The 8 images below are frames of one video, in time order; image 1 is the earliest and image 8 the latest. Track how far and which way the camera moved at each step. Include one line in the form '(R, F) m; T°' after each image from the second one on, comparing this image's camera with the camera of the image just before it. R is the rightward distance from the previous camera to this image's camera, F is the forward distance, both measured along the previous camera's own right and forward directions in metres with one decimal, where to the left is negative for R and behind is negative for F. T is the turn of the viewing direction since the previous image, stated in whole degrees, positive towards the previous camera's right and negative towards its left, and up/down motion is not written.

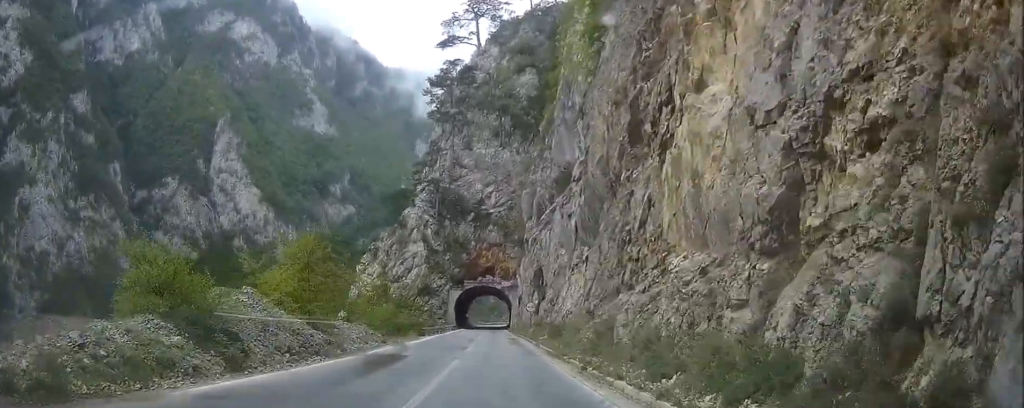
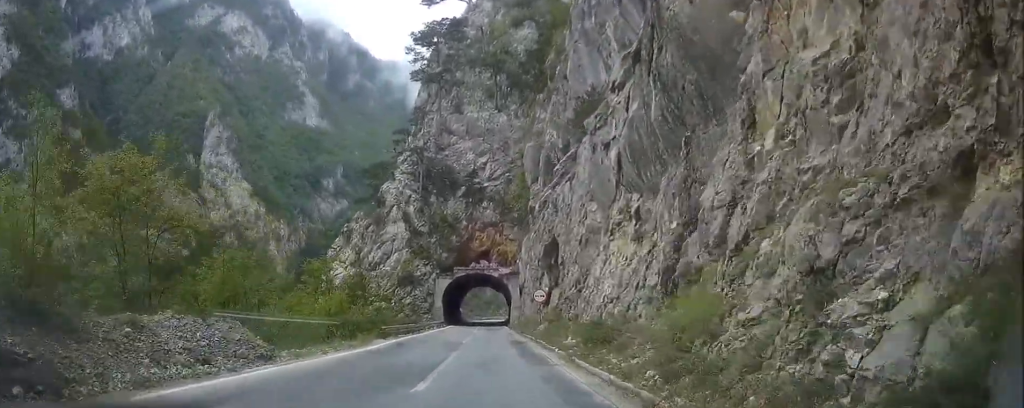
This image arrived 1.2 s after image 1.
(-0.1, +16.8) m; 0°
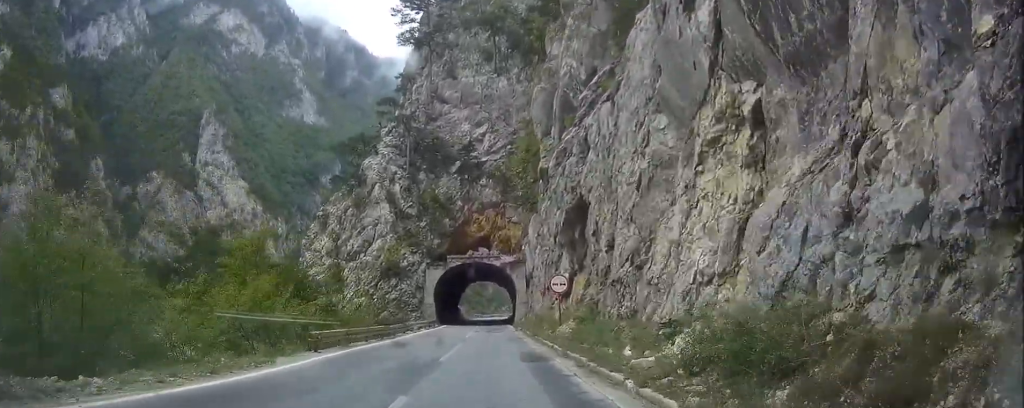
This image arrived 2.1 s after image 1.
(+0.2, +13.2) m; +2°
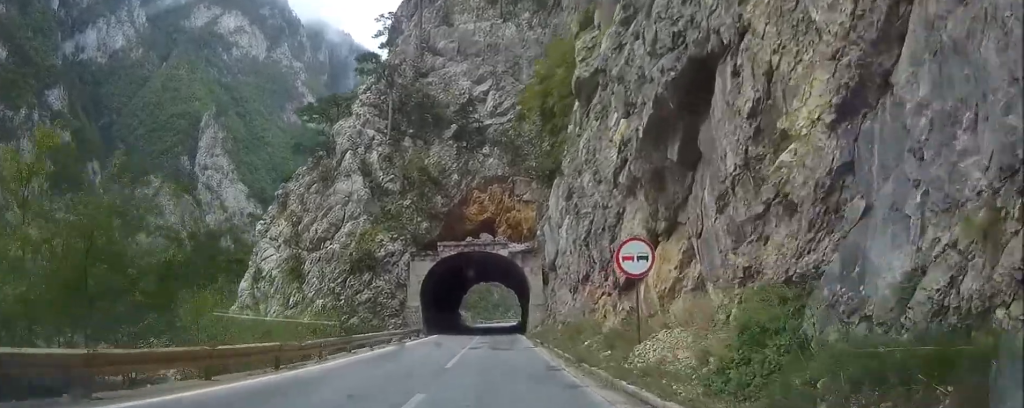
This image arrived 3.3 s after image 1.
(+0.3, +17.0) m; 0°
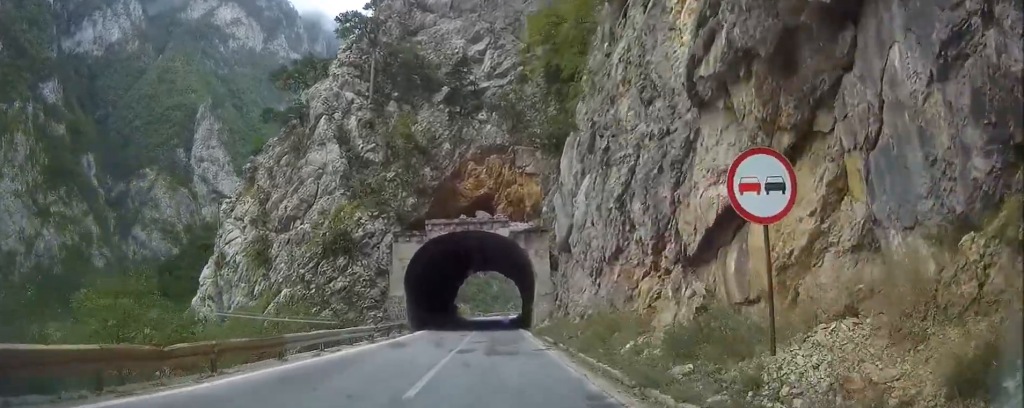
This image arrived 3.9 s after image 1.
(0.0, +8.1) m; -1°
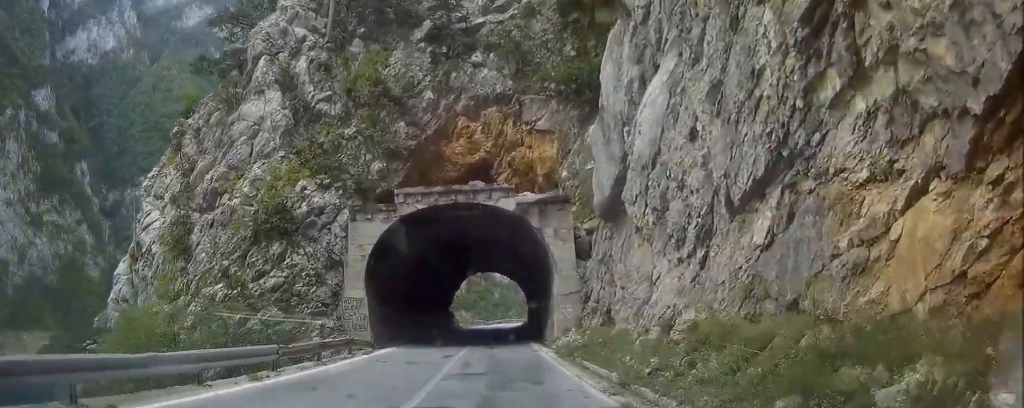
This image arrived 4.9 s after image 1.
(-0.1, +13.1) m; 0°
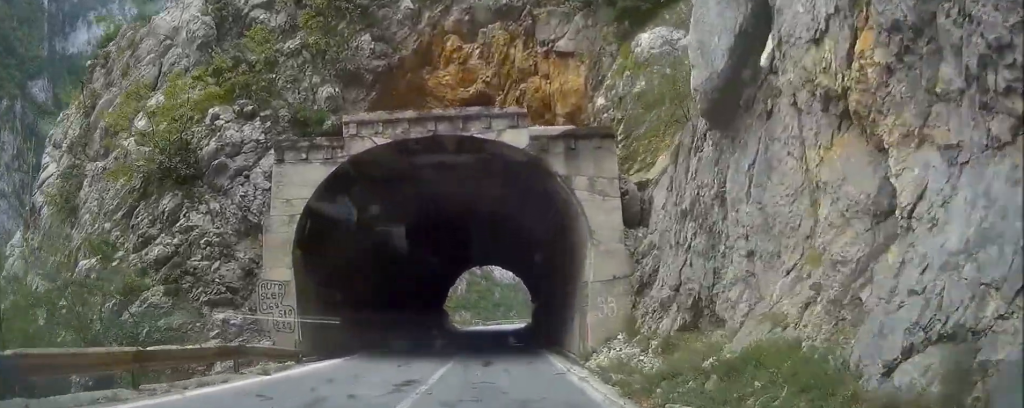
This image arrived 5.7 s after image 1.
(0.0, +10.3) m; 0°
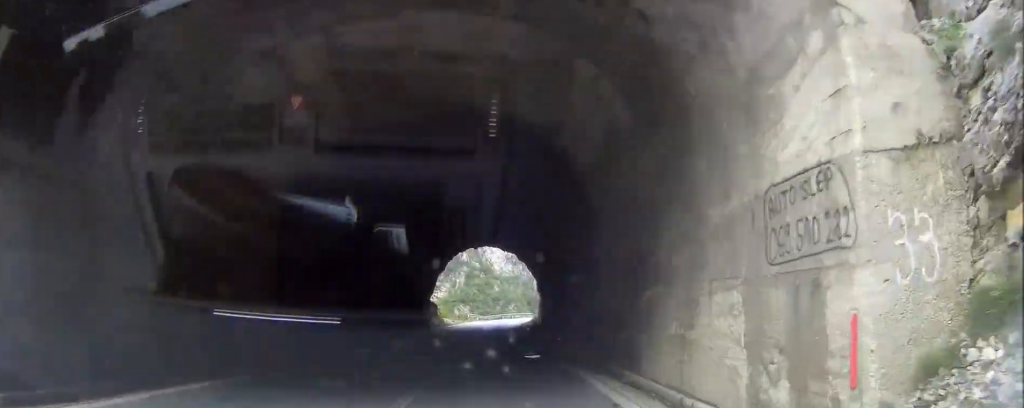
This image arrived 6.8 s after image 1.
(0.0, +13.4) m; 0°
